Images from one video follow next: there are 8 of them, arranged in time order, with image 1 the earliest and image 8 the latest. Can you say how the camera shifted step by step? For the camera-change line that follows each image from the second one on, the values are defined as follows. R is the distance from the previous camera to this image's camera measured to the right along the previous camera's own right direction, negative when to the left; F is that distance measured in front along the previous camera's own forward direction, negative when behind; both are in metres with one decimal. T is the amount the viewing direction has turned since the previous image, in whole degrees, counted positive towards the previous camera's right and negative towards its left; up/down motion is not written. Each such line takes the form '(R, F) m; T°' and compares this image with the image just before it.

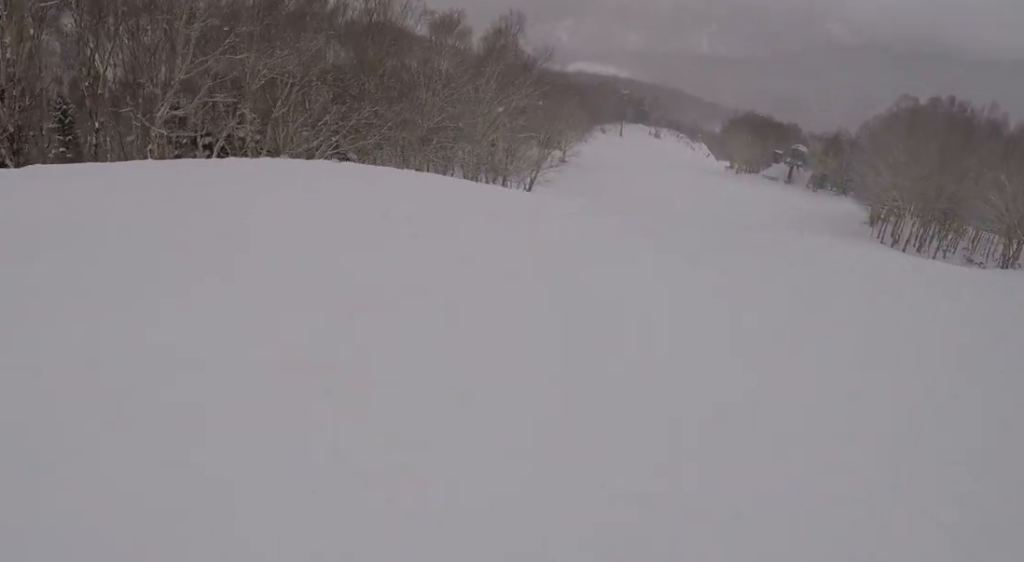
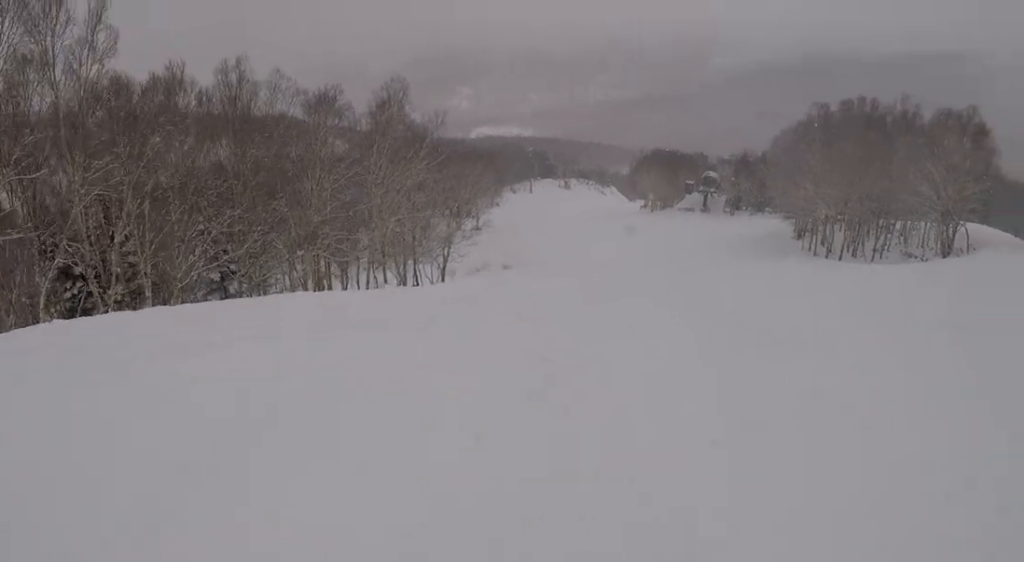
(+0.6, +5.0) m; +17°
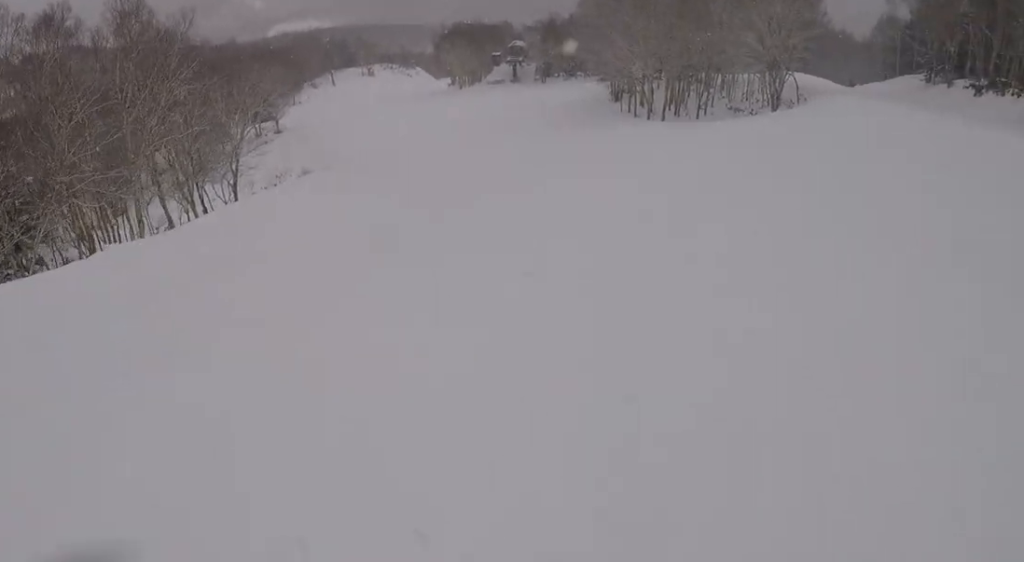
(+0.8, +4.4) m; +2°
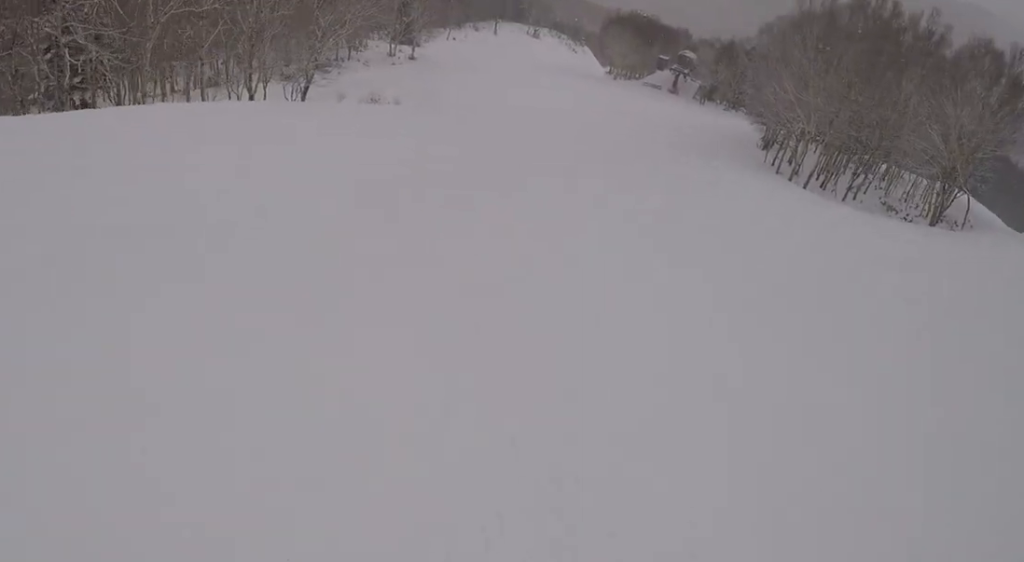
(-1.0, +8.0) m; -21°
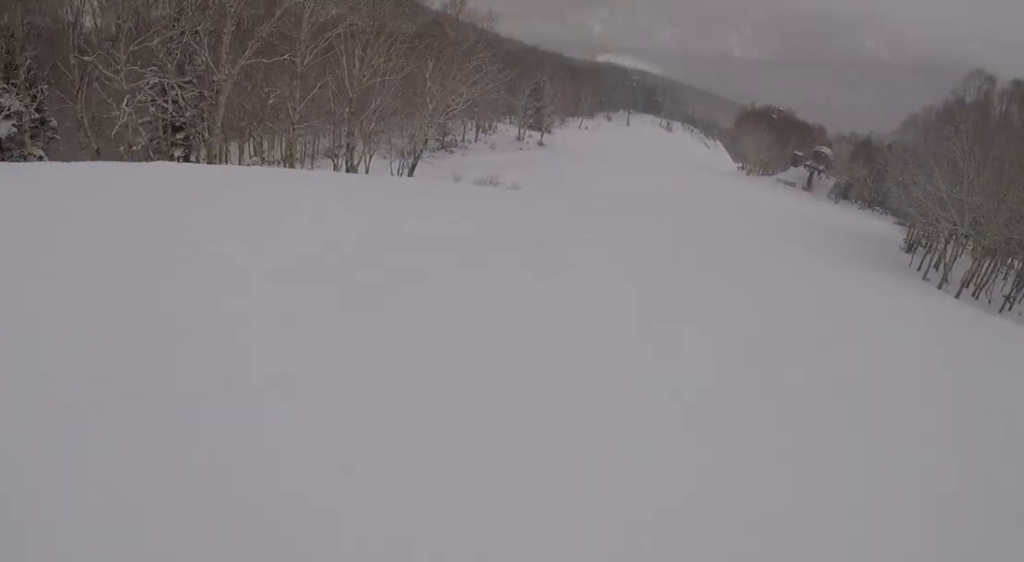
(-1.1, +4.9) m; -1°
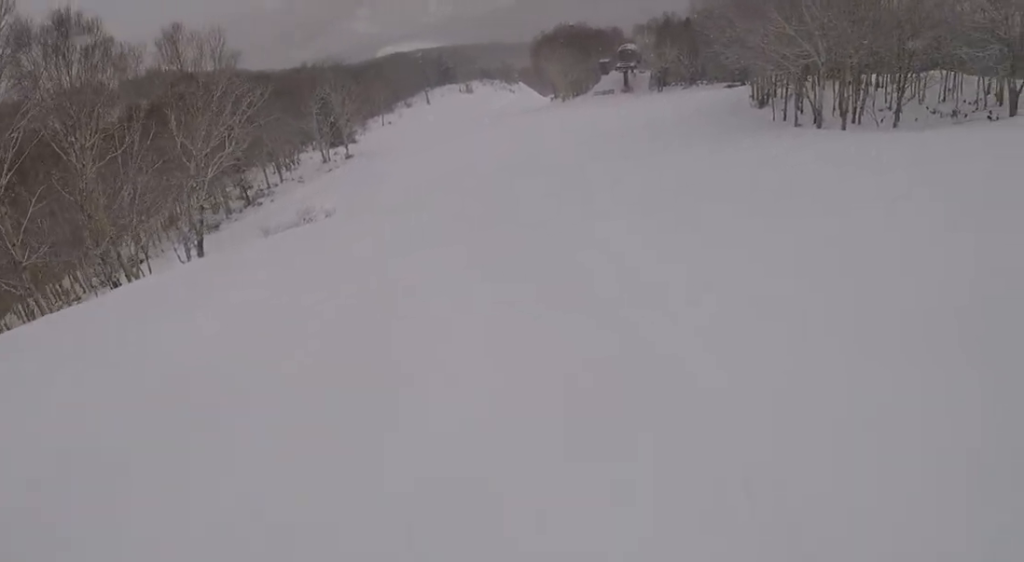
(+0.8, +6.8) m; +8°
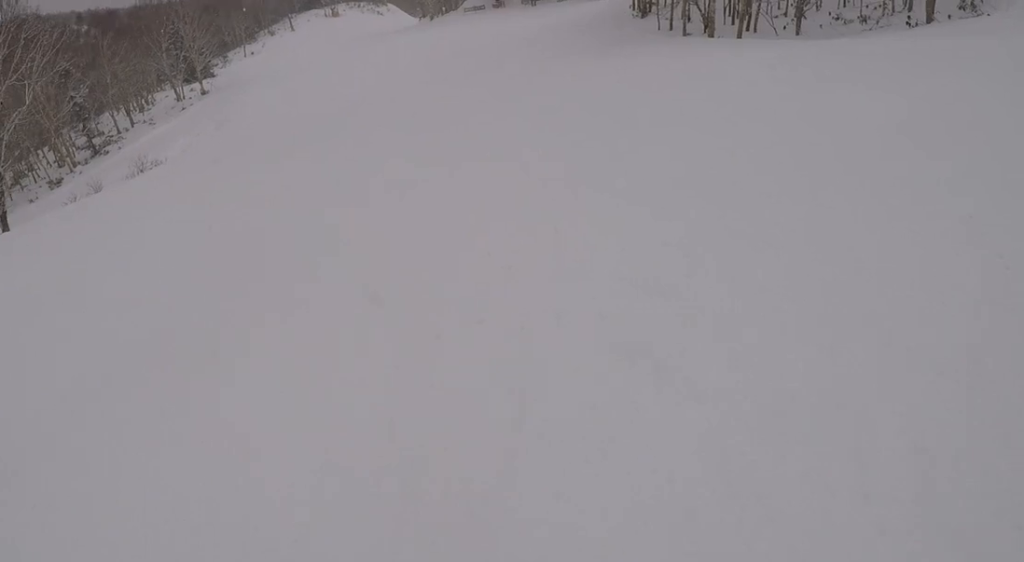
(+0.2, +4.9) m; -1°
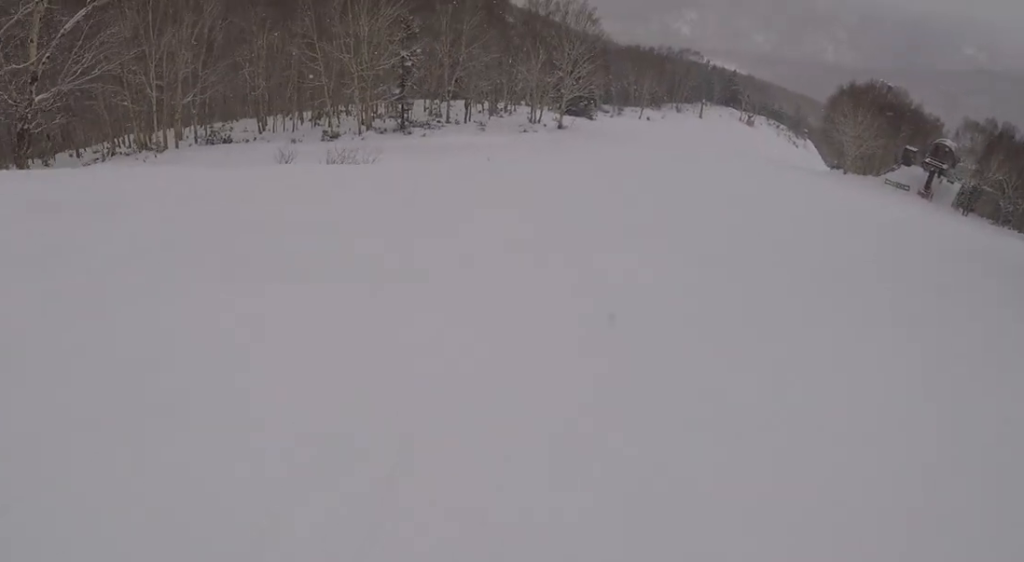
(-2.2, +16.8) m; -9°
